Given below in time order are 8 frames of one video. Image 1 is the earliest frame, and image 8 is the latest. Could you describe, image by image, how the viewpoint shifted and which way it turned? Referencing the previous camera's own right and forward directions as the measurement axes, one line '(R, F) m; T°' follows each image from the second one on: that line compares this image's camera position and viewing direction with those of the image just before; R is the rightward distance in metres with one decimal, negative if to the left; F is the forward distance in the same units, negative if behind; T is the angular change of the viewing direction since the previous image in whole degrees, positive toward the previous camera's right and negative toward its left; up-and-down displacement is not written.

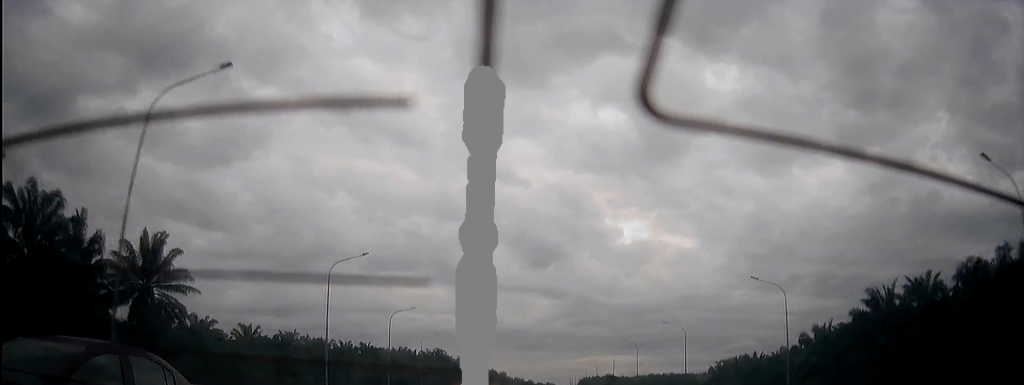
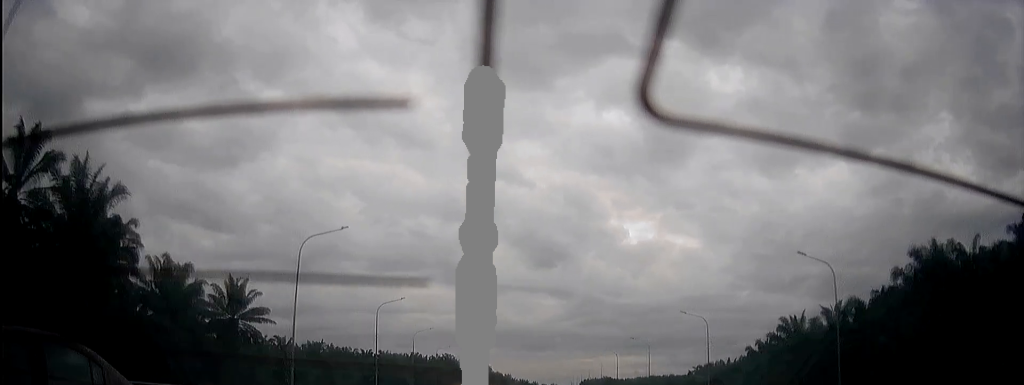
(+0.2, +22.5) m; +1°
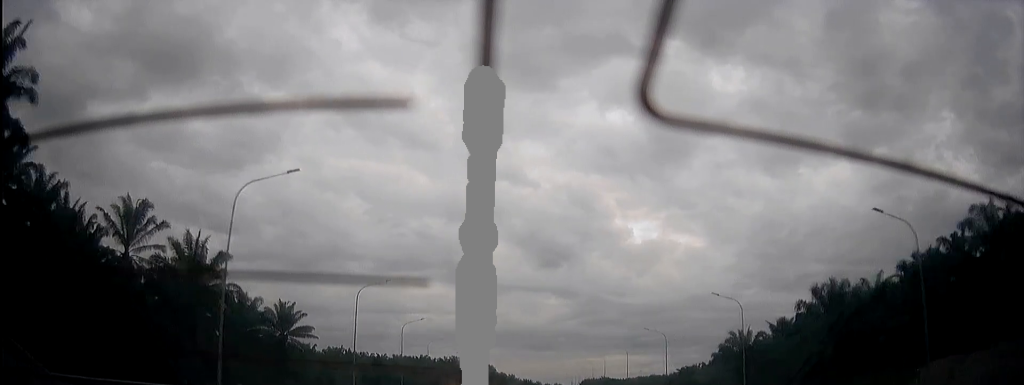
(+0.1, +17.7) m; +1°
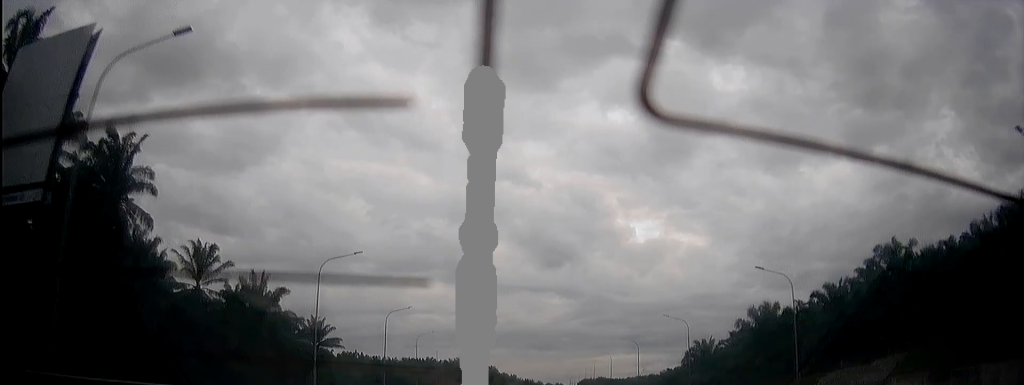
(+0.1, +18.9) m; 0°
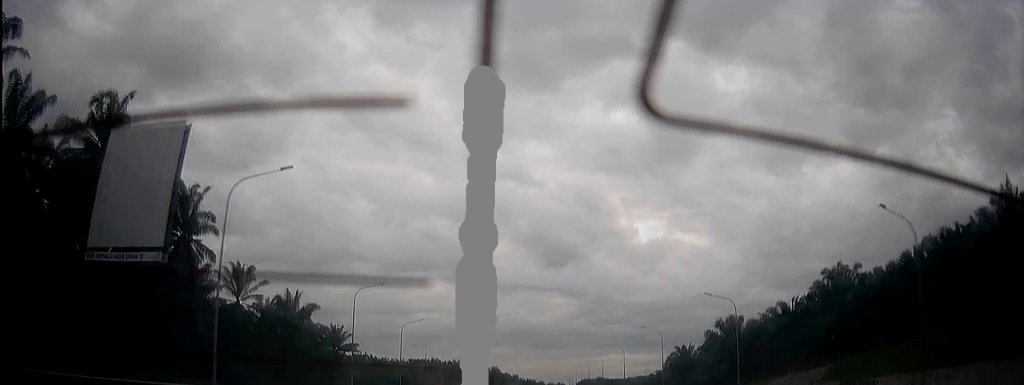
(0.0, +11.8) m; 0°
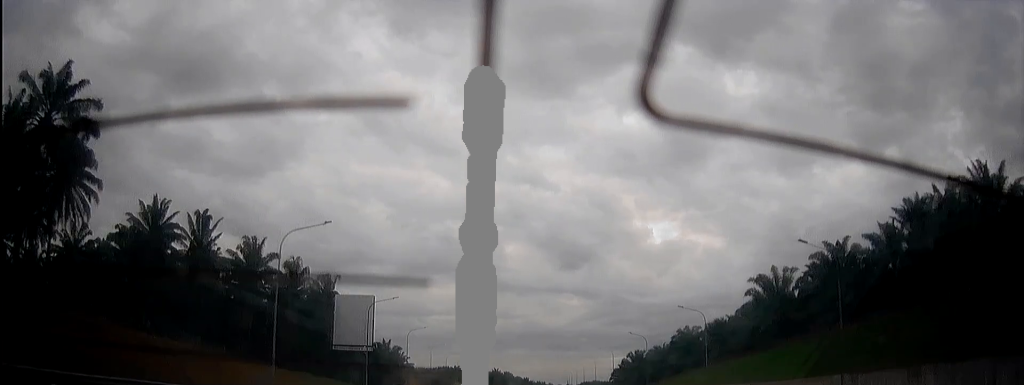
(+1.0, +68.5) m; +2°
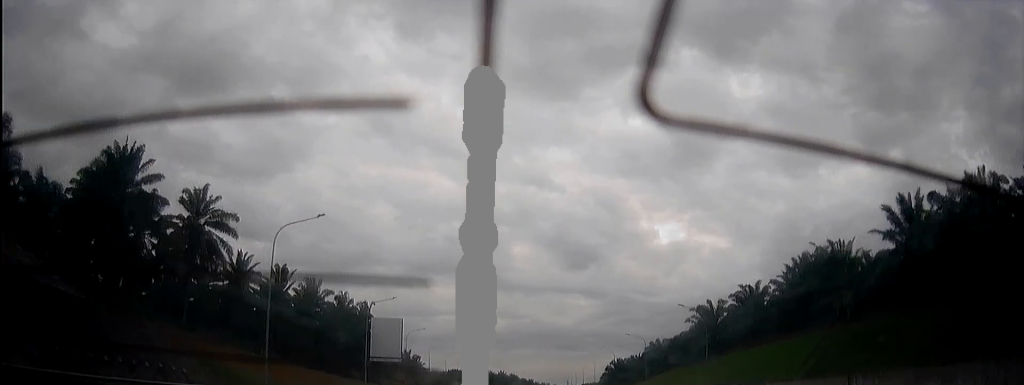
(+0.2, +30.8) m; +1°
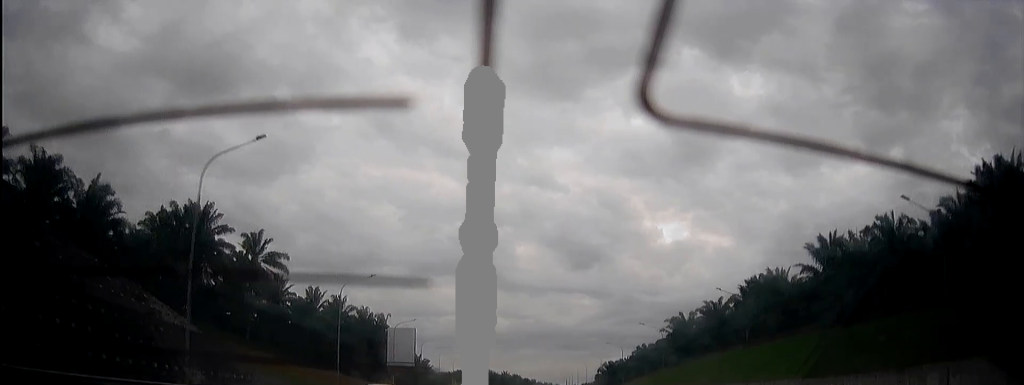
(0.0, +19.0) m; 0°
